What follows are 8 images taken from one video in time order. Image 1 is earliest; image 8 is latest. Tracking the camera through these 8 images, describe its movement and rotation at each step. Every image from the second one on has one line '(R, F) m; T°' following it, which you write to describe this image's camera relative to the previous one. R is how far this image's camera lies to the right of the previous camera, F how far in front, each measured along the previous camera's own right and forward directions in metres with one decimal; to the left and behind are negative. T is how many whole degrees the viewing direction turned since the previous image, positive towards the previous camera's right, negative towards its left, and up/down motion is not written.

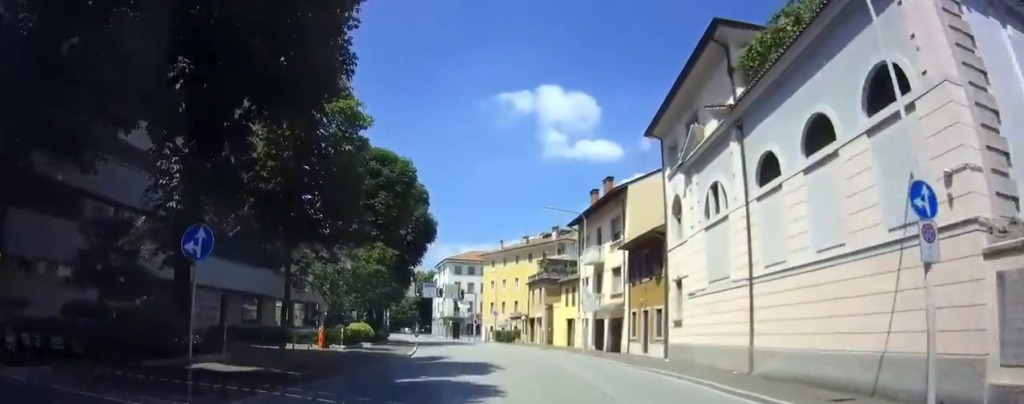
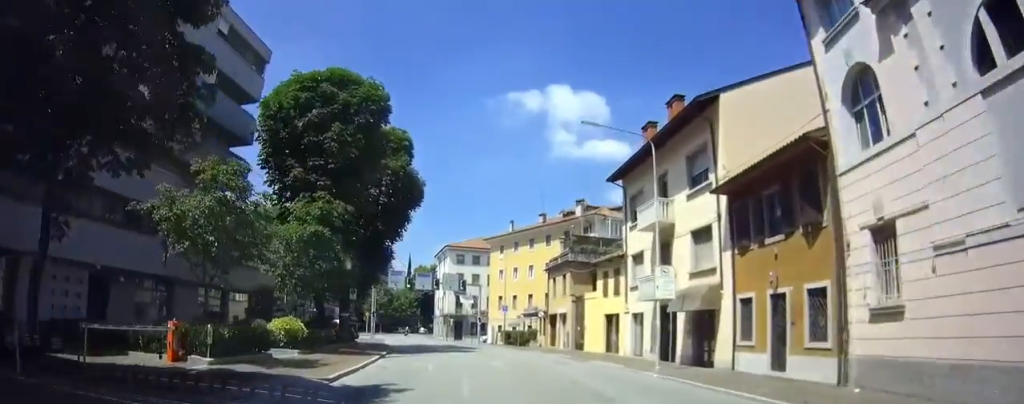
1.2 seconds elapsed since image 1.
(-0.2, +14.2) m; -1°
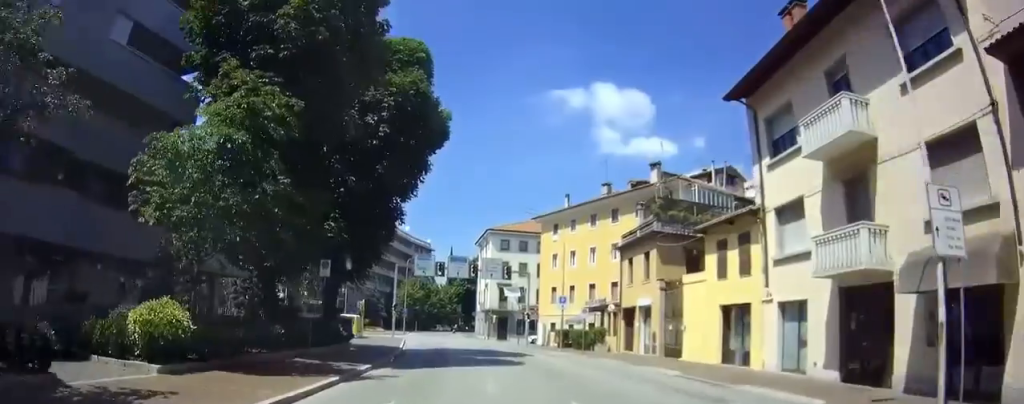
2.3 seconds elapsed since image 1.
(0.0, +12.9) m; 0°
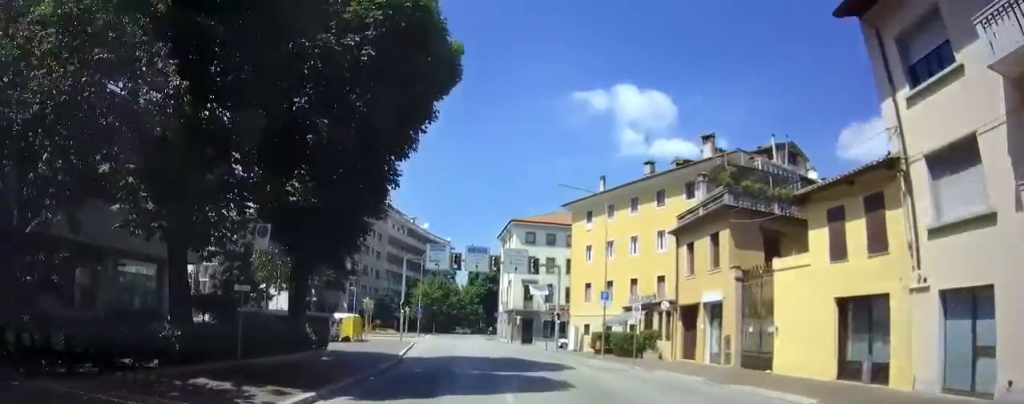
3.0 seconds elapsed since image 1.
(0.0, +7.7) m; -2°
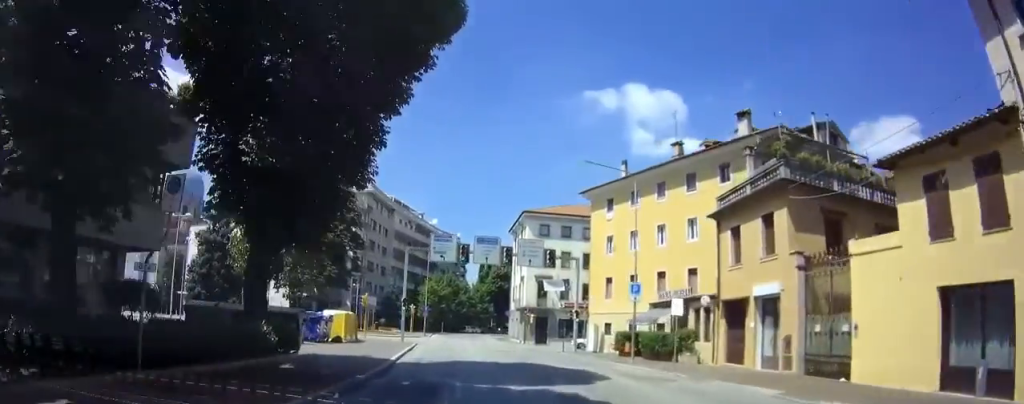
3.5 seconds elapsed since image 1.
(+0.2, +4.7) m; -2°
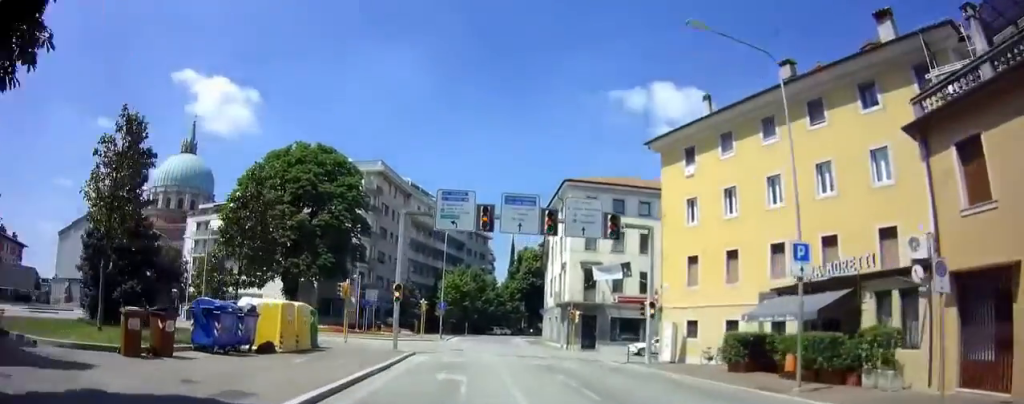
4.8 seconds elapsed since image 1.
(-1.0, +13.4) m; -5°
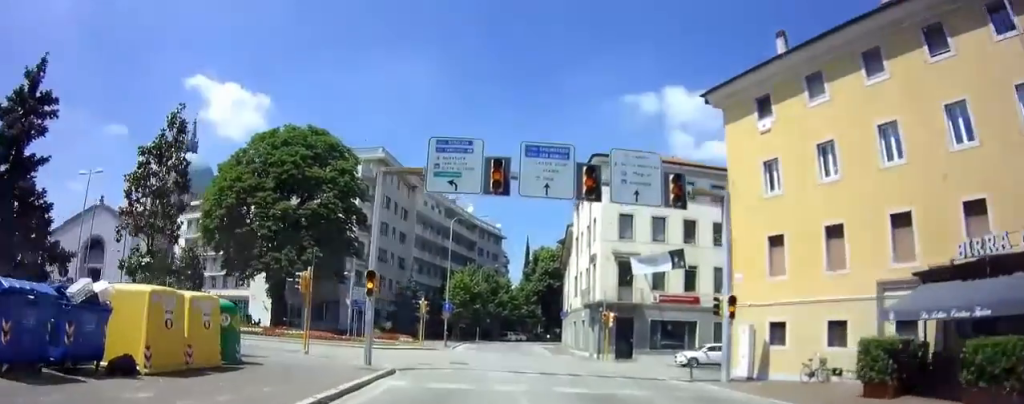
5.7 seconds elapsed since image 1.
(-0.1, +8.7) m; -1°
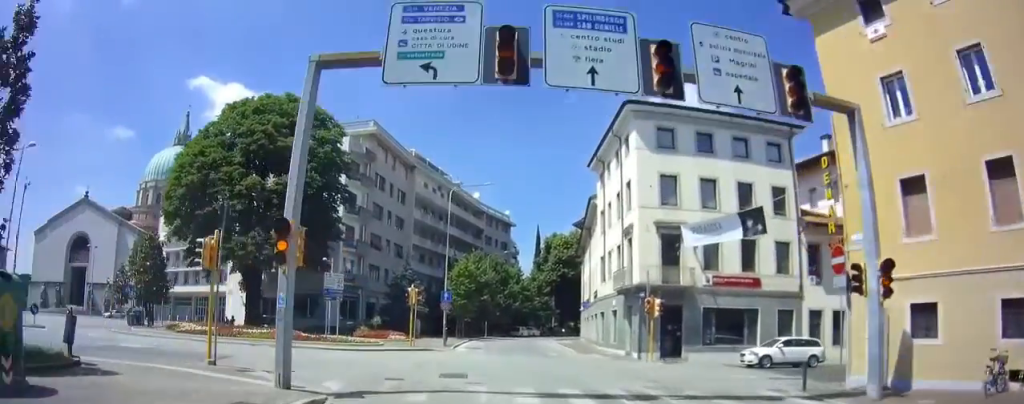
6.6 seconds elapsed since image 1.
(0.0, +8.0) m; -2°
